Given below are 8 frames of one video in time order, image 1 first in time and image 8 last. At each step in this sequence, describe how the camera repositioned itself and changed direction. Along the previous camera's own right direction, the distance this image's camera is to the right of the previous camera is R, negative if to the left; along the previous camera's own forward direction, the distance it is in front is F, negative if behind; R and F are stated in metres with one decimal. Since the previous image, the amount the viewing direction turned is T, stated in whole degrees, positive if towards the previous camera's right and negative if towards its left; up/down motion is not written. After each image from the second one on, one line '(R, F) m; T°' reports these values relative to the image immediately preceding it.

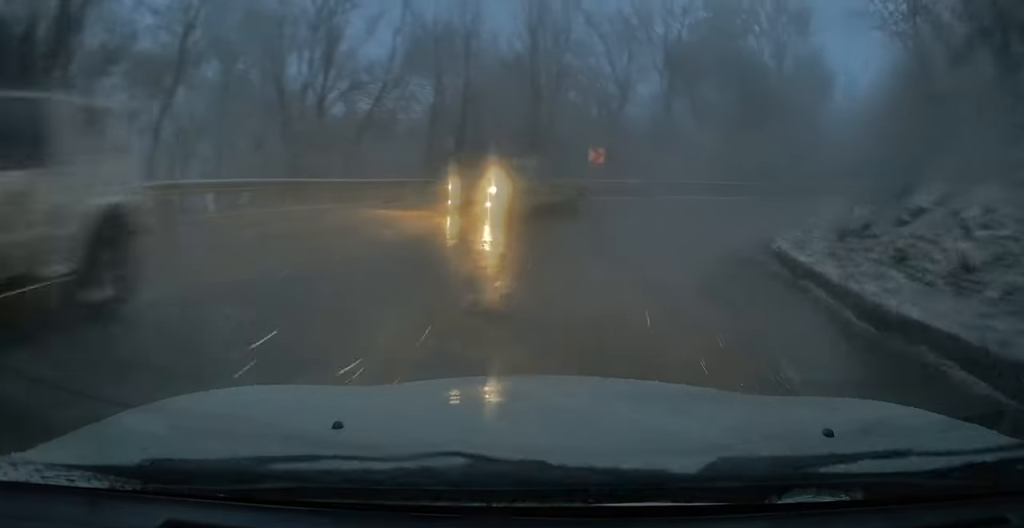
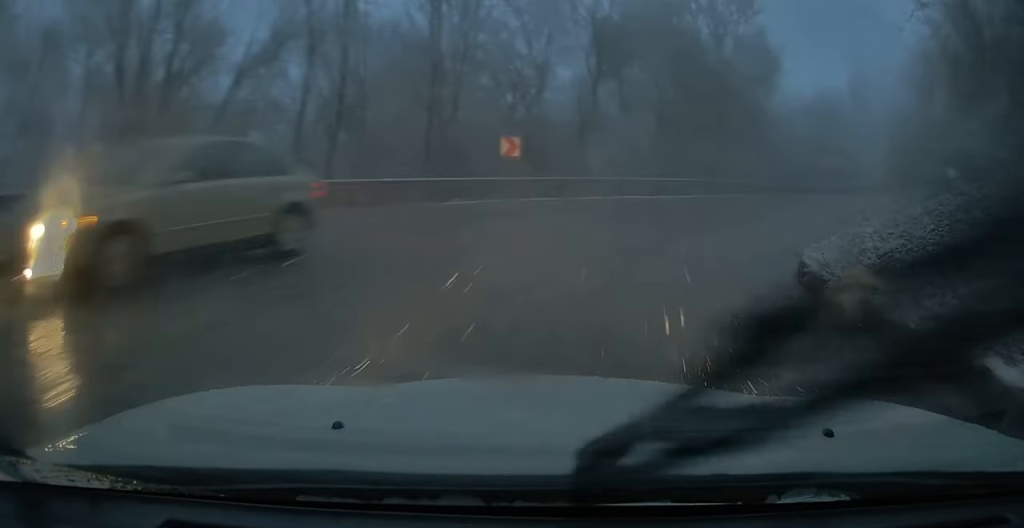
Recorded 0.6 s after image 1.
(0.0, +5.7) m; +10°
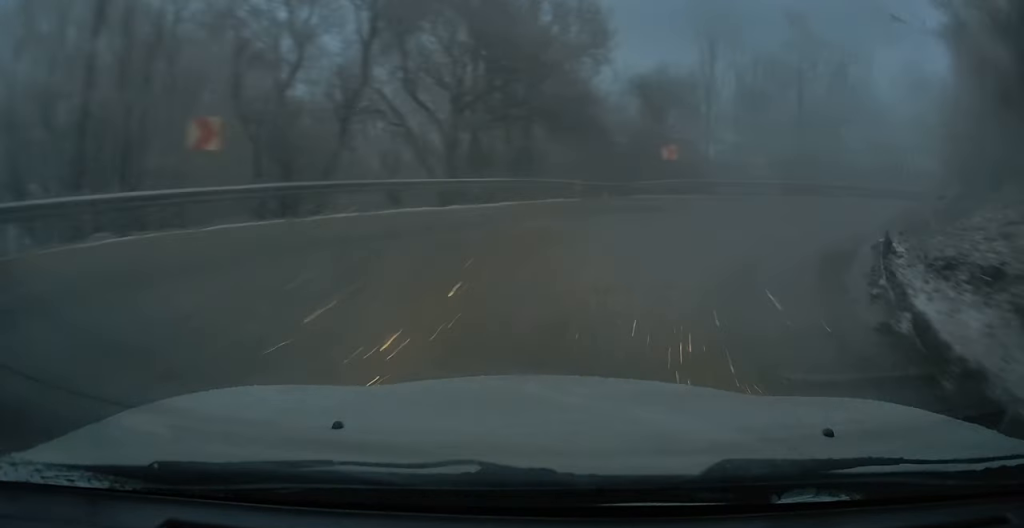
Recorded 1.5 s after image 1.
(+1.7, +9.0) m; +22°
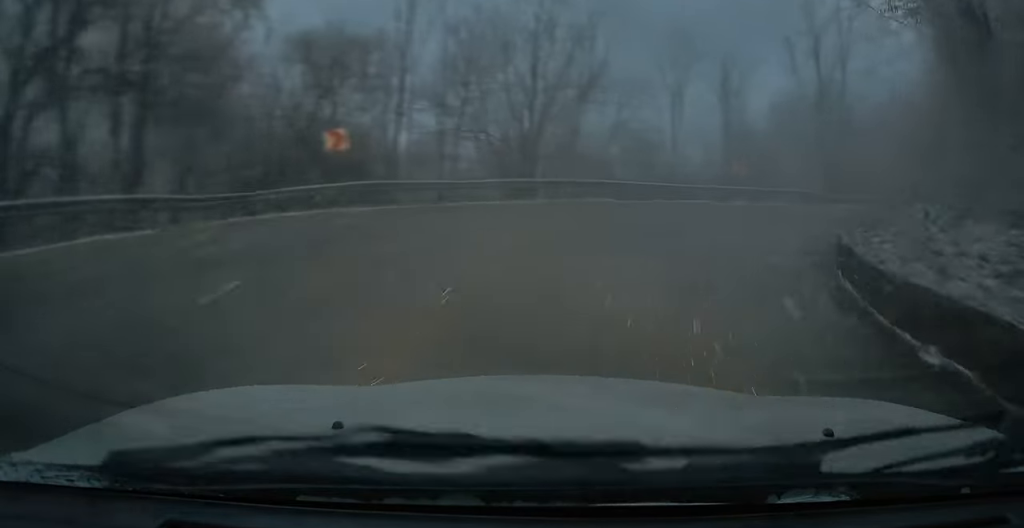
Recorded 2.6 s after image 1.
(+2.5, +11.2) m; +19°
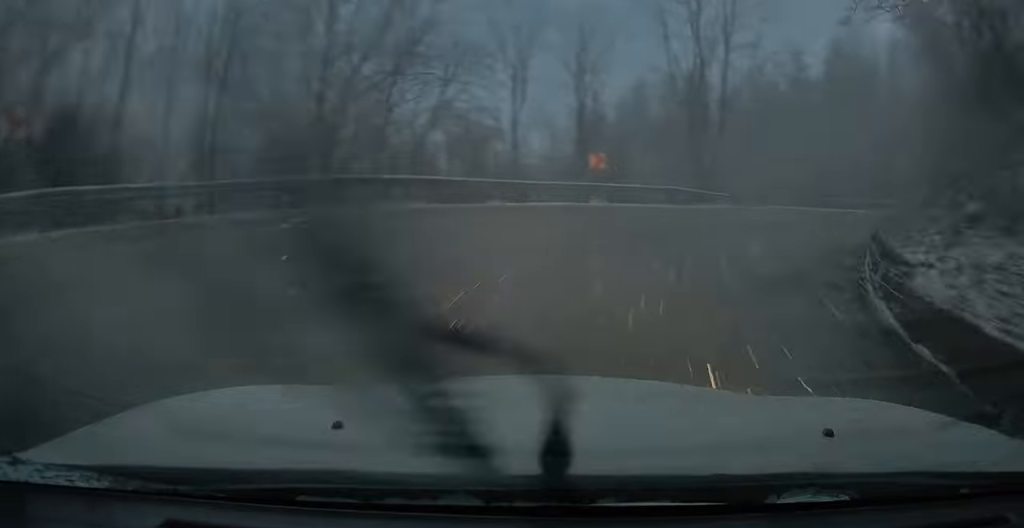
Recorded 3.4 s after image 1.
(+0.6, +8.0) m; +5°
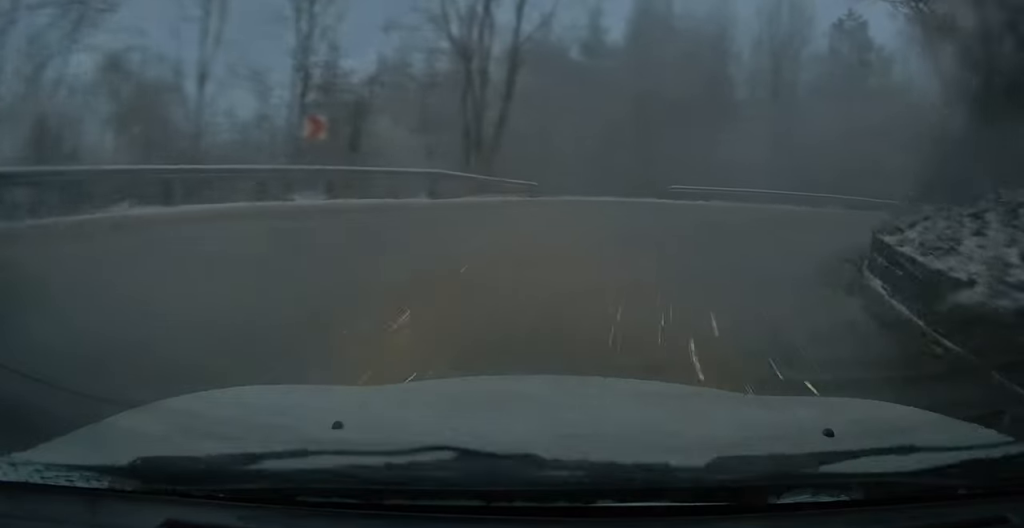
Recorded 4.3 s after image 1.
(+0.6, +10.5) m; +12°
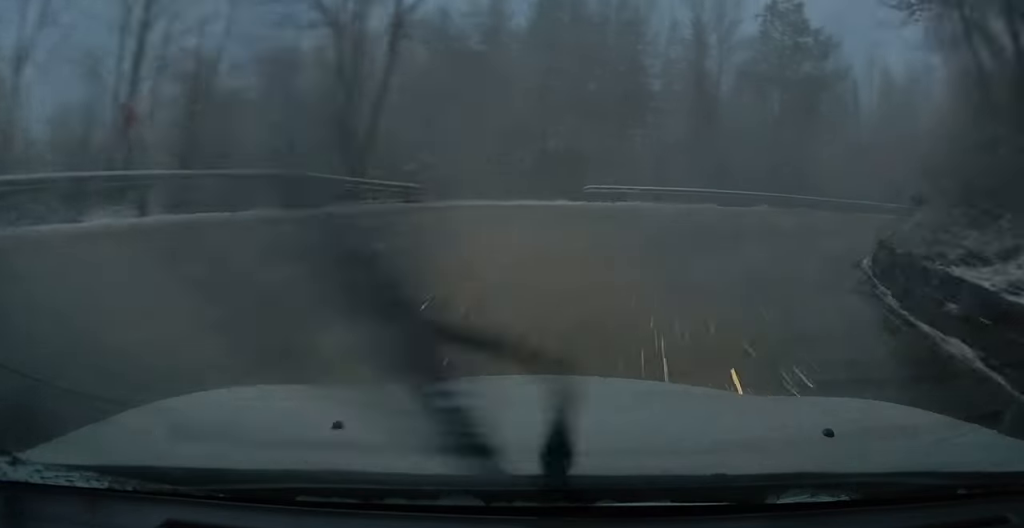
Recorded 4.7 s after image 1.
(-0.1, +4.1) m; +7°
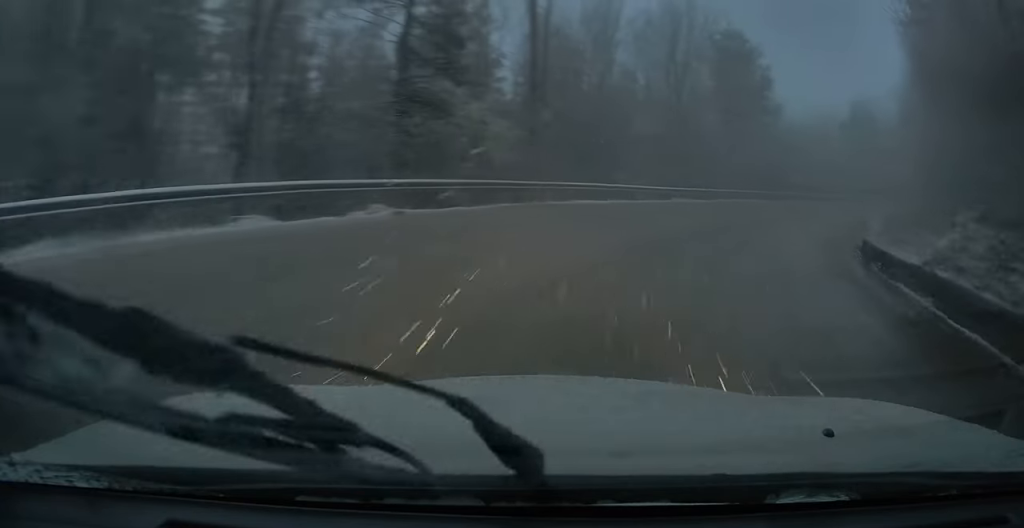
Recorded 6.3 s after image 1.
(+5.0, +11.7) m; +48°
